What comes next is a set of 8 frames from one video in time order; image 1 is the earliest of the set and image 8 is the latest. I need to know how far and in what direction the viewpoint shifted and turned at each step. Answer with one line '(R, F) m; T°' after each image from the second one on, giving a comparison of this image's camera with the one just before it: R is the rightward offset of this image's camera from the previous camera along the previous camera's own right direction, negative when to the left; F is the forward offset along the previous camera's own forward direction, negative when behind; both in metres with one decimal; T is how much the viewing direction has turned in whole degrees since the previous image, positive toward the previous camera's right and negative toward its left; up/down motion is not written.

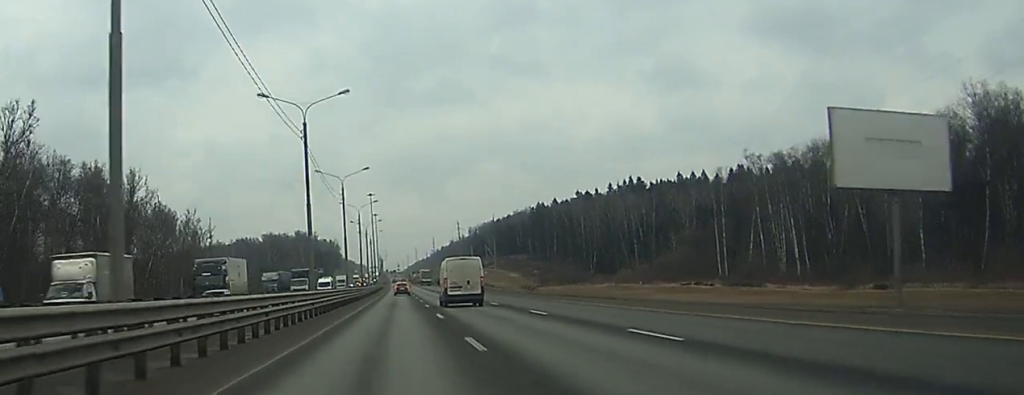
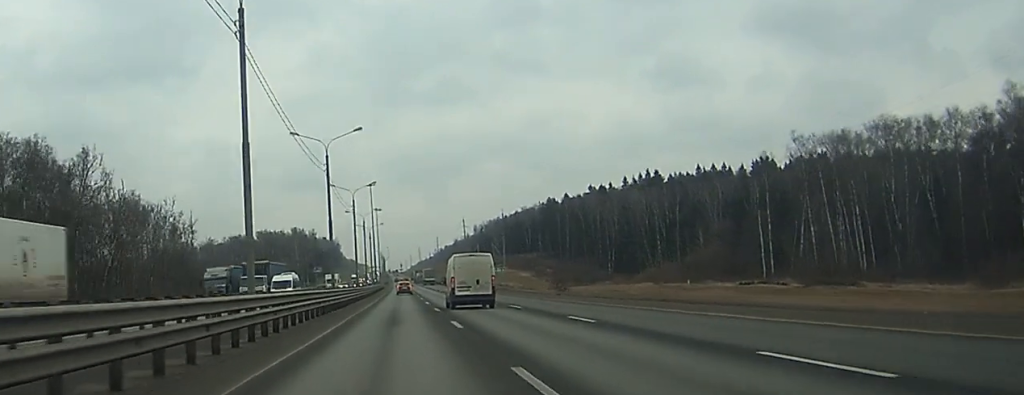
(0.0, +23.5) m; 0°
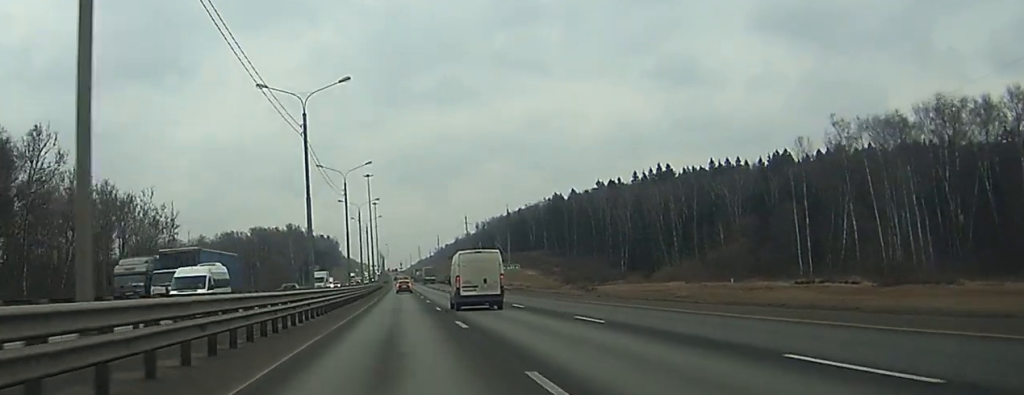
(+0.1, +16.8) m; 0°
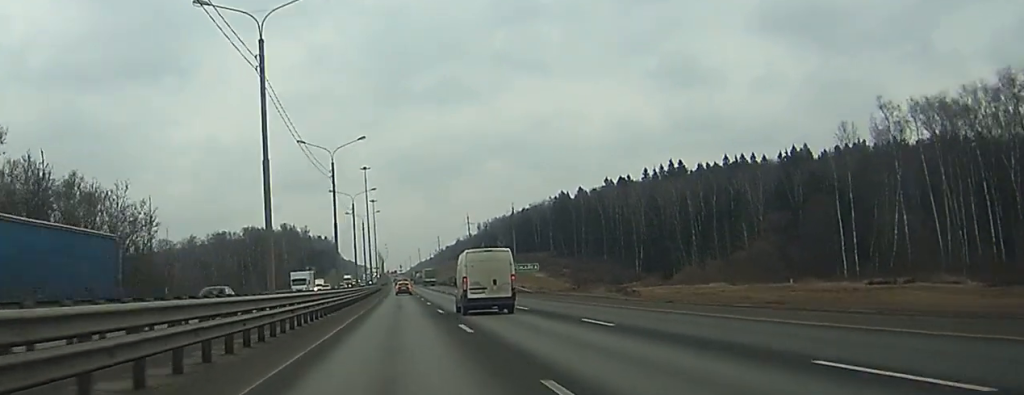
(0.0, +16.8) m; 0°
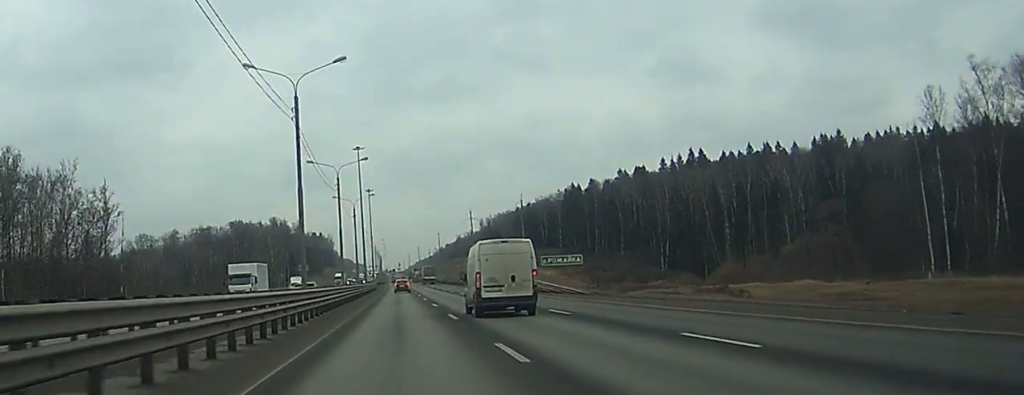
(0.0, +25.8) m; 0°
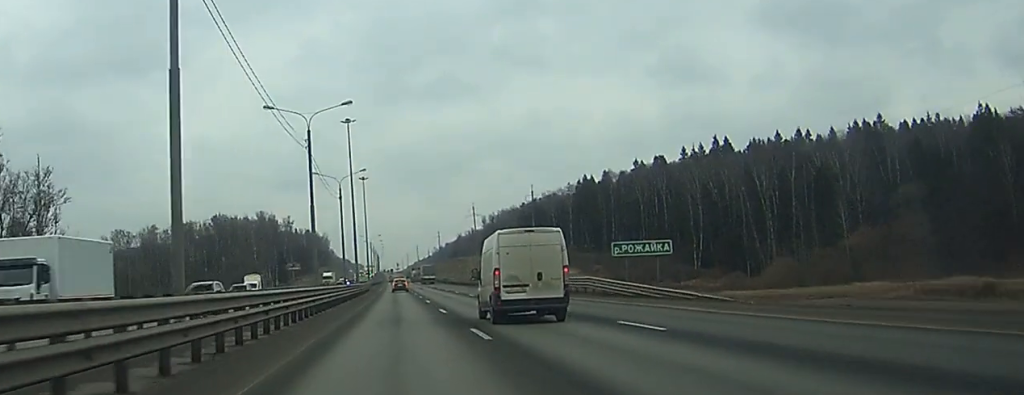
(-0.1, +26.9) m; 0°
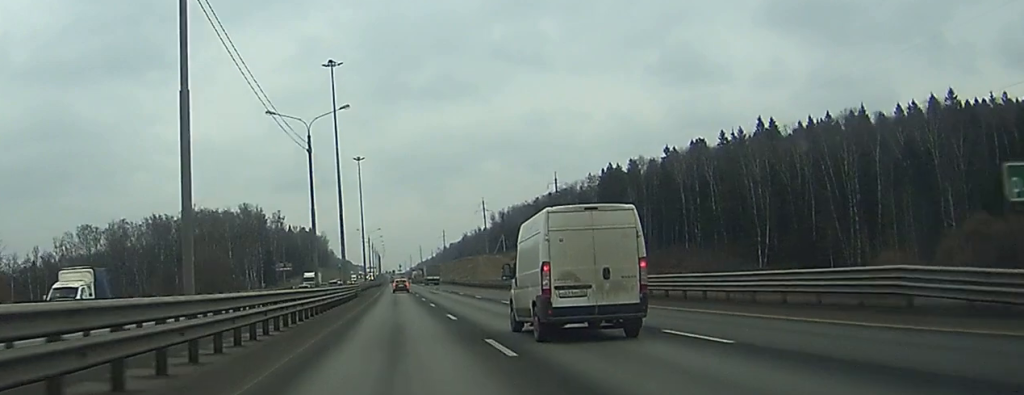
(-0.1, +35.8) m; 0°
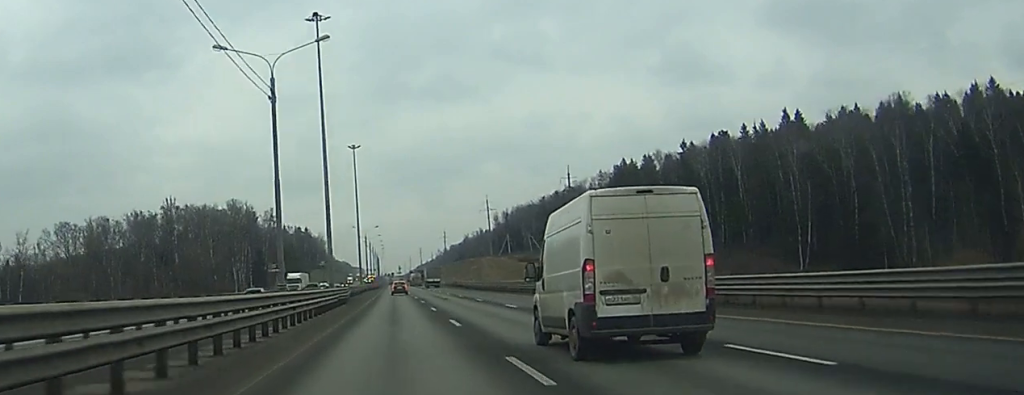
(0.0, +17.9) m; 0°
